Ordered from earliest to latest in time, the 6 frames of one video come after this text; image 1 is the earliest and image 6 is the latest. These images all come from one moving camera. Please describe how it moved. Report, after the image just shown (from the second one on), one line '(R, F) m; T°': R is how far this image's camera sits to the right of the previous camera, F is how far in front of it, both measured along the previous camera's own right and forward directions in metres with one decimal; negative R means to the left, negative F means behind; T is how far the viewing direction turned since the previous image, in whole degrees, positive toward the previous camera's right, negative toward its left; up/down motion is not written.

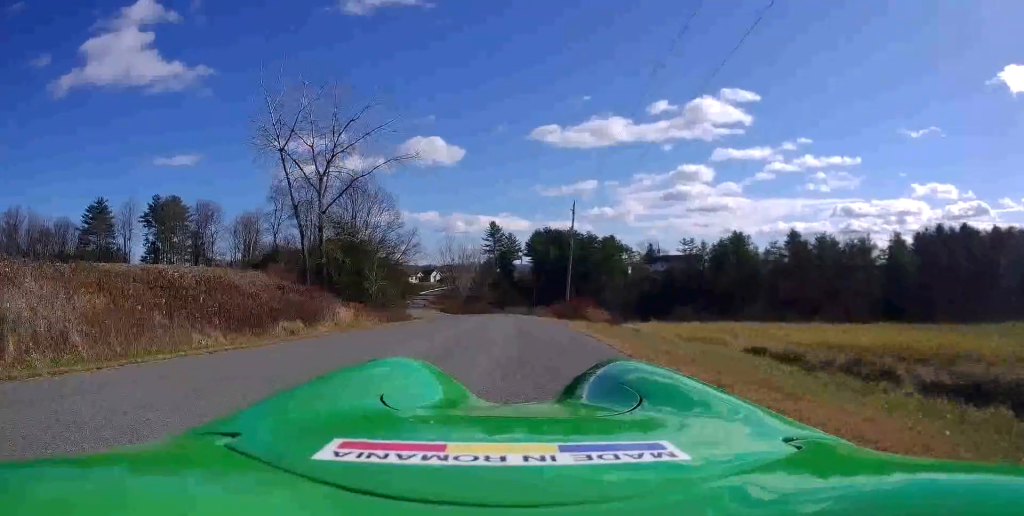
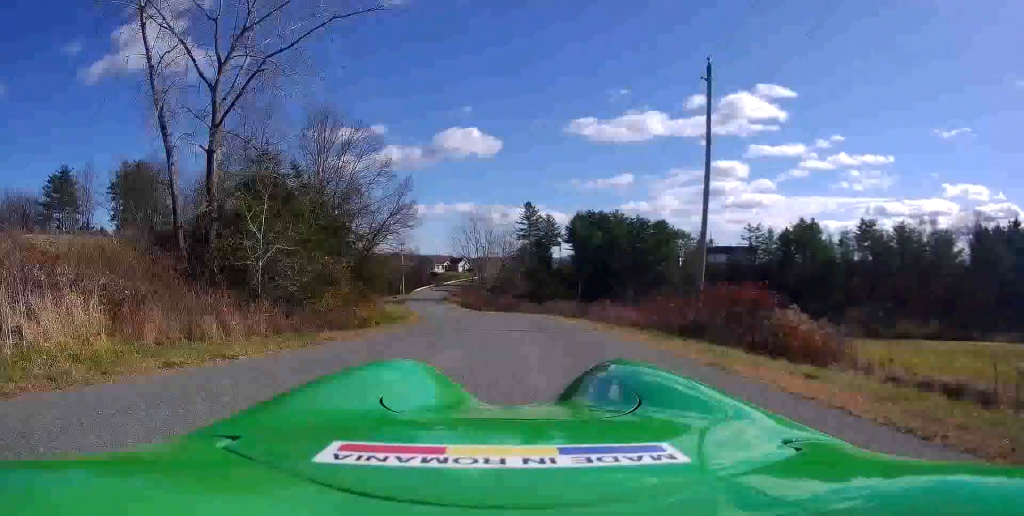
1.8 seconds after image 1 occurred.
(-0.6, +25.4) m; -3°
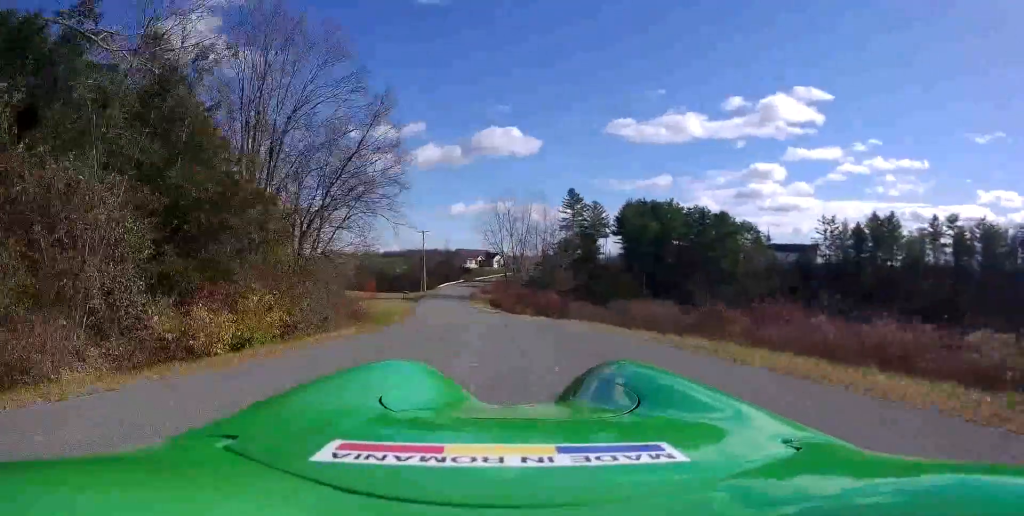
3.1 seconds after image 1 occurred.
(-0.3, +20.7) m; -3°
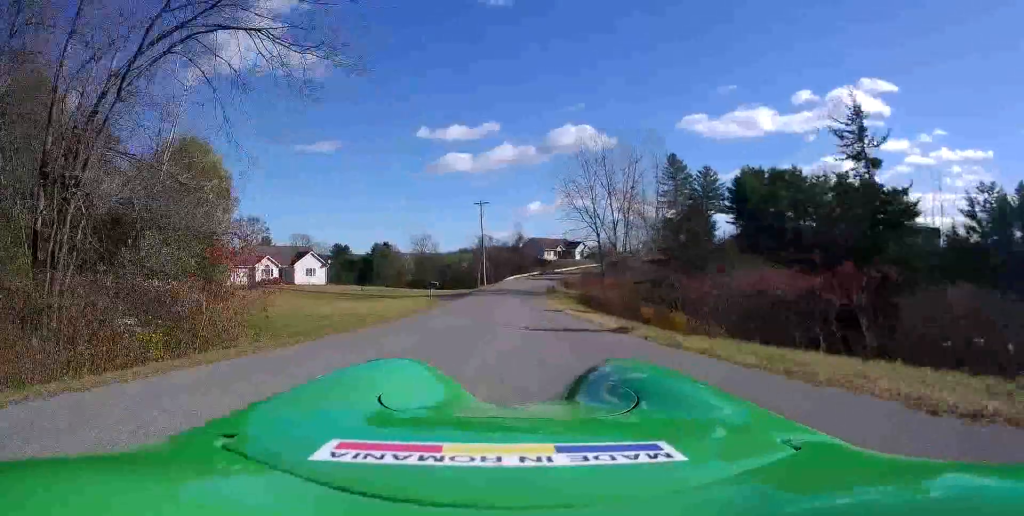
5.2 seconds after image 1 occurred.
(-2.2, +32.0) m; -7°
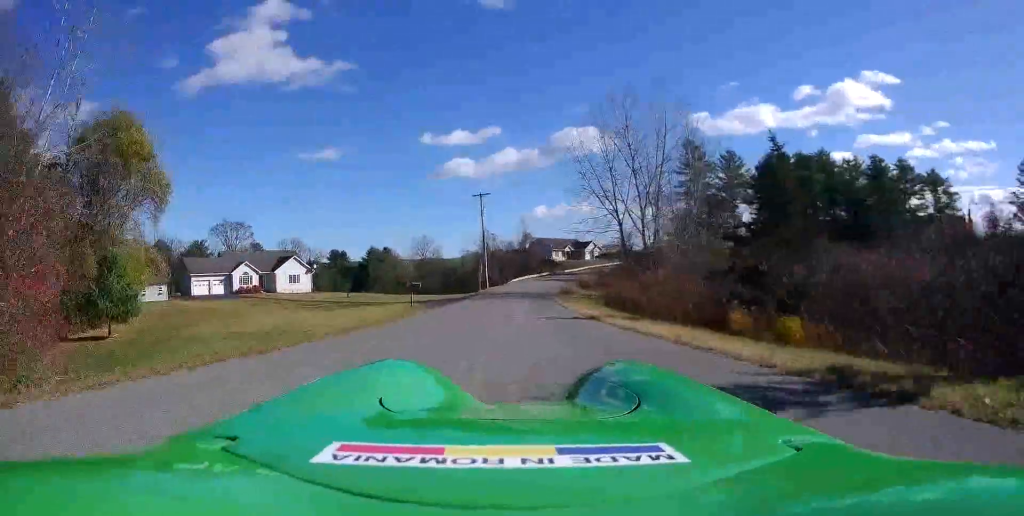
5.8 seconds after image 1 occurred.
(-0.2, +10.3) m; -1°
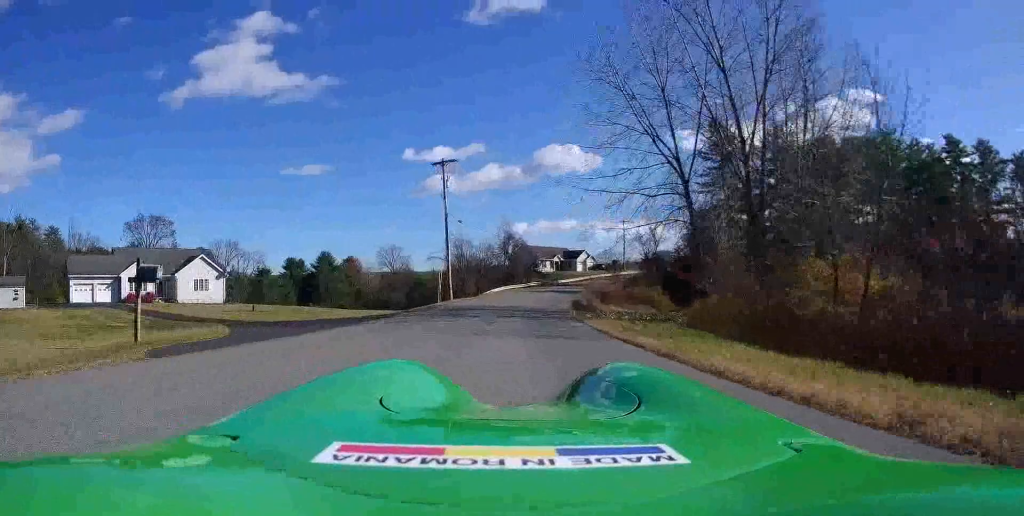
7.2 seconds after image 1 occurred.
(0.0, +23.8) m; +1°
